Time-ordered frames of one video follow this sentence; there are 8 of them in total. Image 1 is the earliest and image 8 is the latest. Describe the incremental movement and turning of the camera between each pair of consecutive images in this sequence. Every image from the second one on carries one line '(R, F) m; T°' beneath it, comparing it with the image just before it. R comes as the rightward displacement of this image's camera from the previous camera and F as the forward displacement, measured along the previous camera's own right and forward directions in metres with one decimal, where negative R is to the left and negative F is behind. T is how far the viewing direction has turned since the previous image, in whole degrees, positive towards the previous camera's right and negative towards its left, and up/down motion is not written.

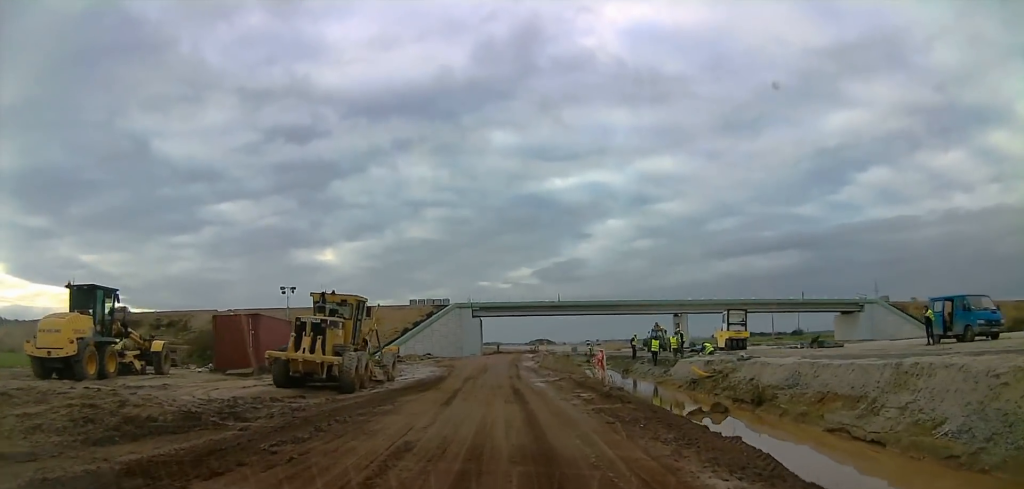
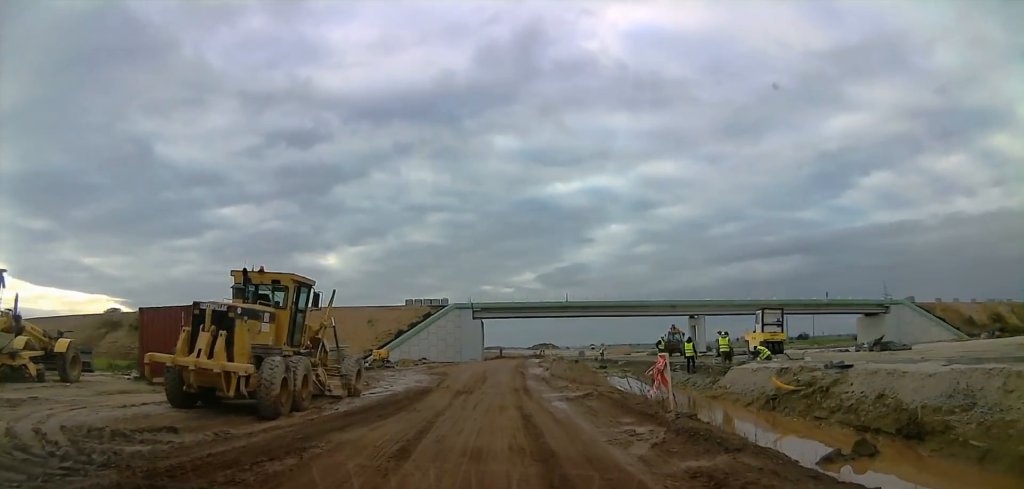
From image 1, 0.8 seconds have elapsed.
(-0.3, +7.1) m; -3°
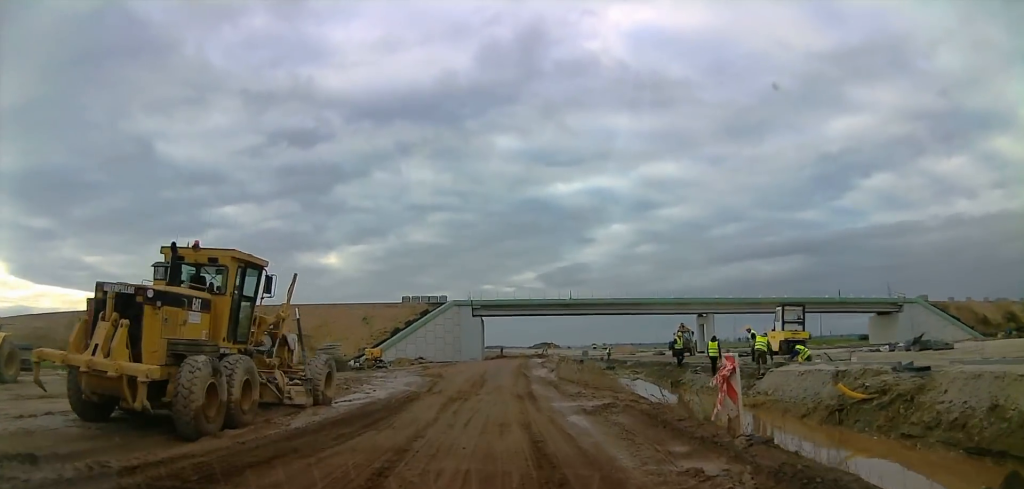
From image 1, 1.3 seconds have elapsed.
(+0.1, +3.7) m; -1°
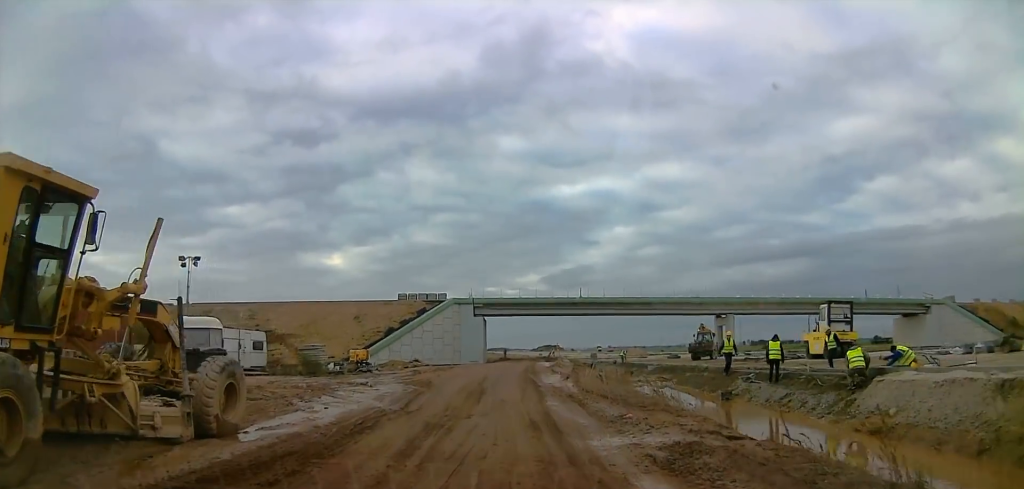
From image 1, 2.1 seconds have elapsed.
(-0.2, +6.4) m; 0°
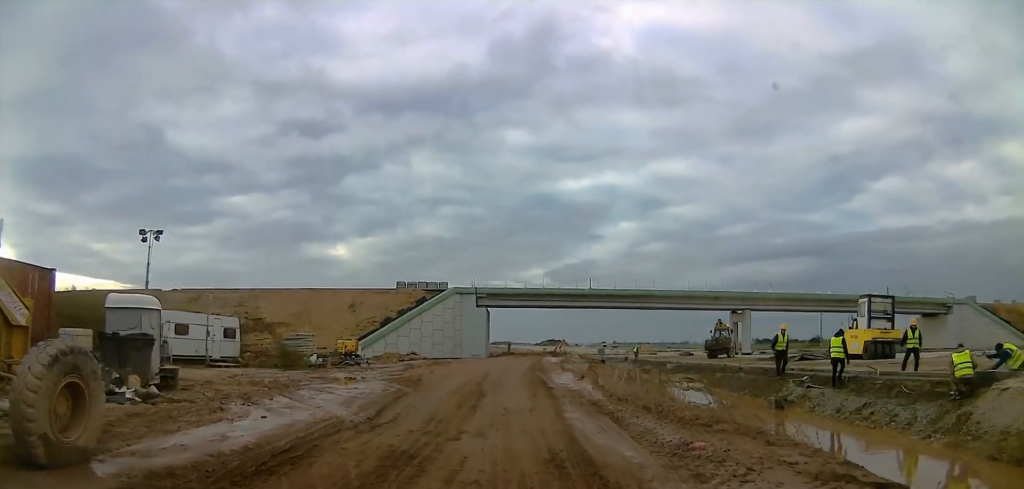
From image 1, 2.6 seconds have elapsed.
(0.0, +4.5) m; 0°
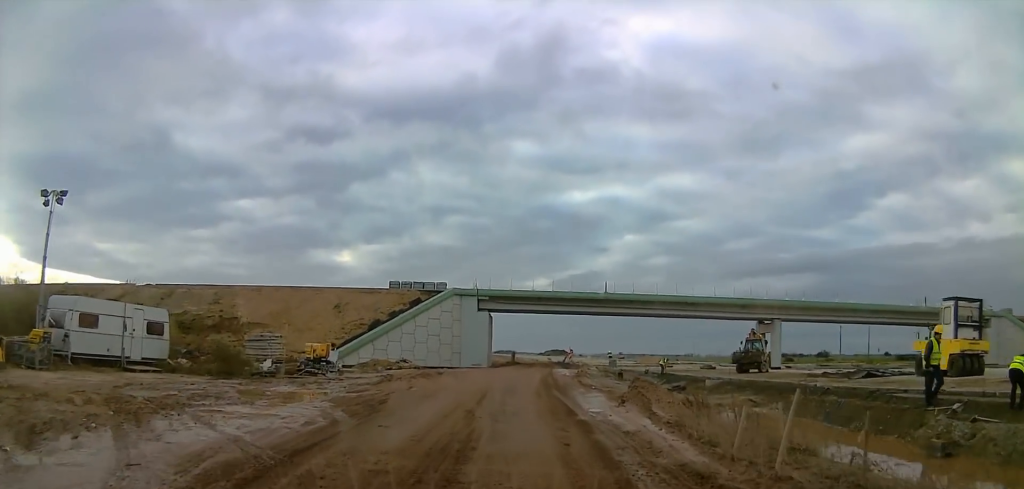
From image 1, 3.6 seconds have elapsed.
(+0.2, +8.0) m; 0°
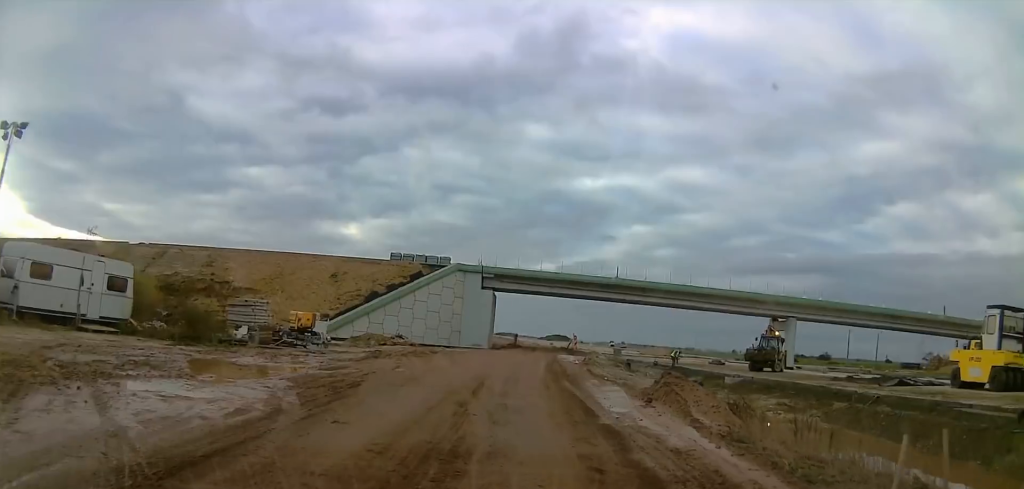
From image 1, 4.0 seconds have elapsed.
(-0.1, +3.1) m; 0°
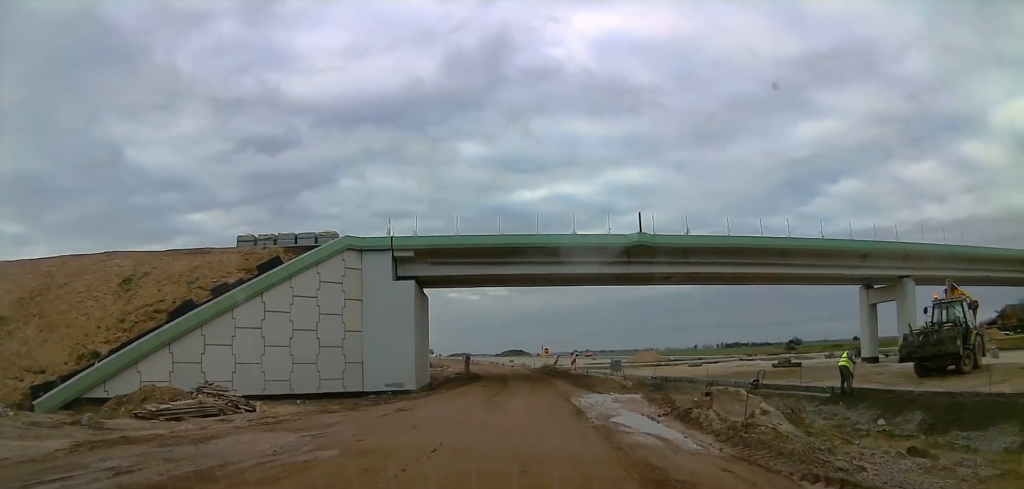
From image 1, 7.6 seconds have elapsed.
(-0.3, +27.7) m; +1°
